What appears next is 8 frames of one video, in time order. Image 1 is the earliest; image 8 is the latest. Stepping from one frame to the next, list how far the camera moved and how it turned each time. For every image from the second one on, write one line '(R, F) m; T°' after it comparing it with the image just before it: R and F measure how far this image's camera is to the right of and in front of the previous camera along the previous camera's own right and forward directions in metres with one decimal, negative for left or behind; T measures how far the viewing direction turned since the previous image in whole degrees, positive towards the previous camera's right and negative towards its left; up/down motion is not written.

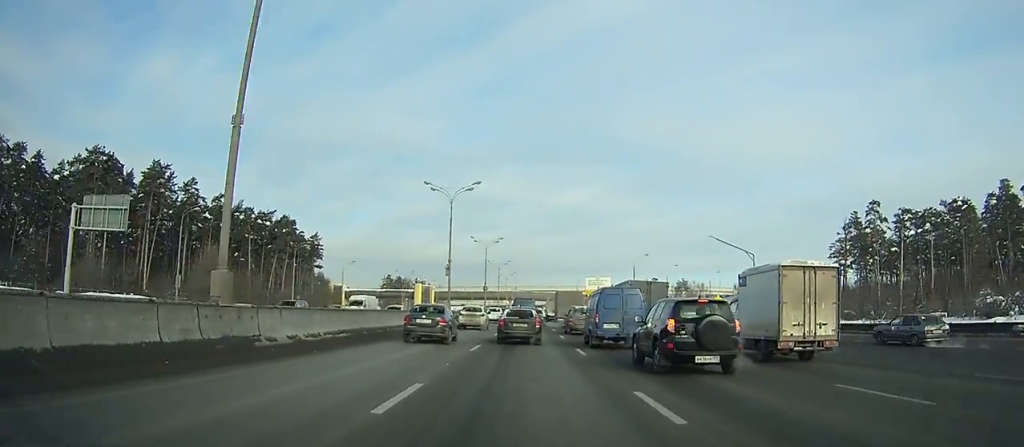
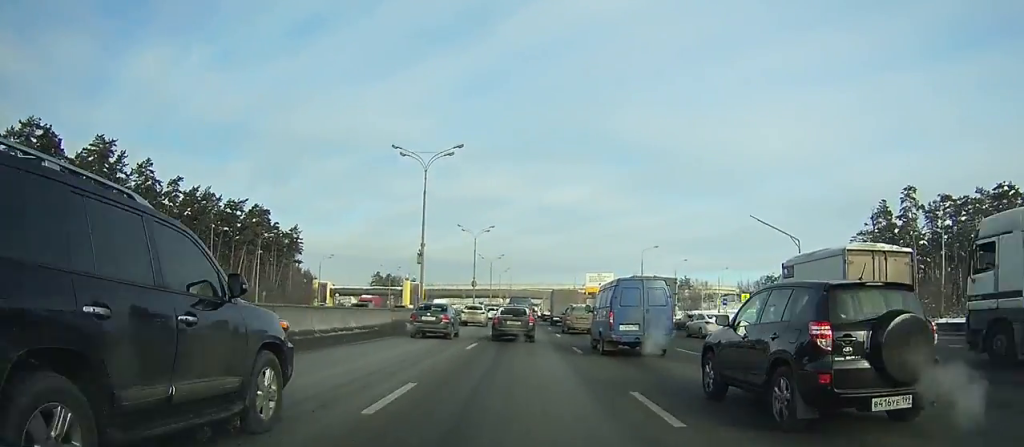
(0.0, +12.2) m; 0°
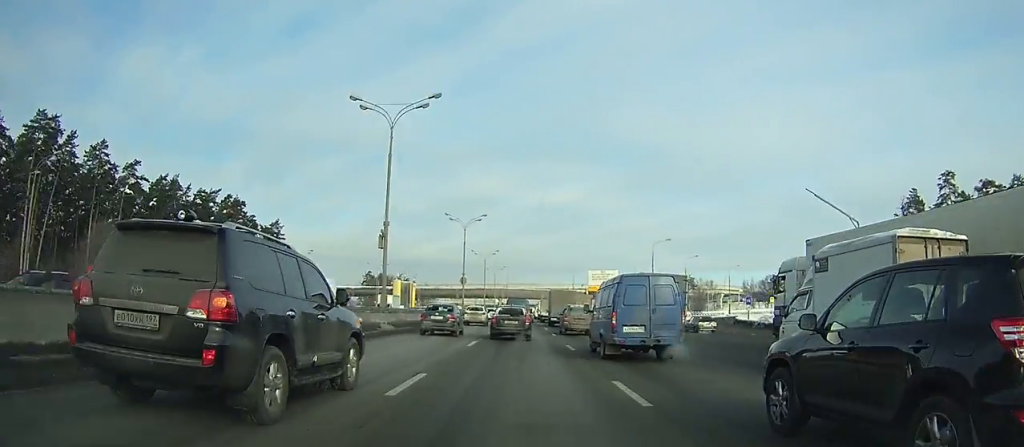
(0.0, +10.7) m; 0°
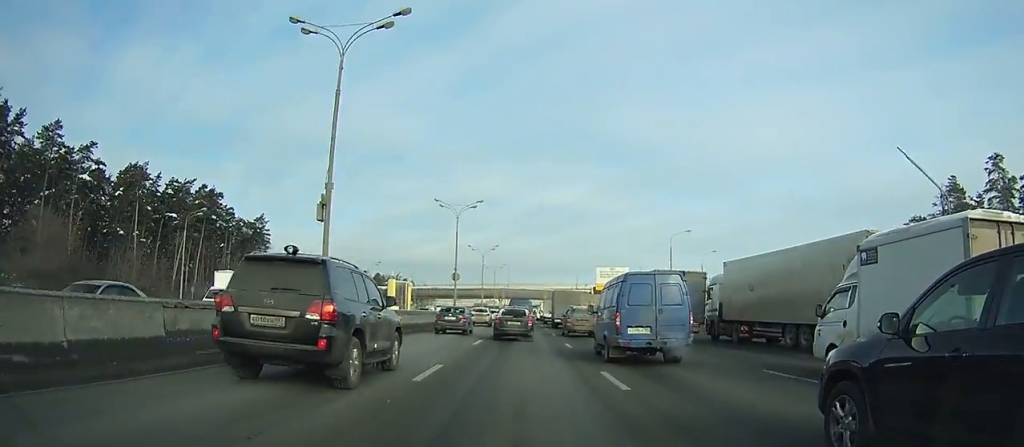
(0.0, +10.0) m; 0°
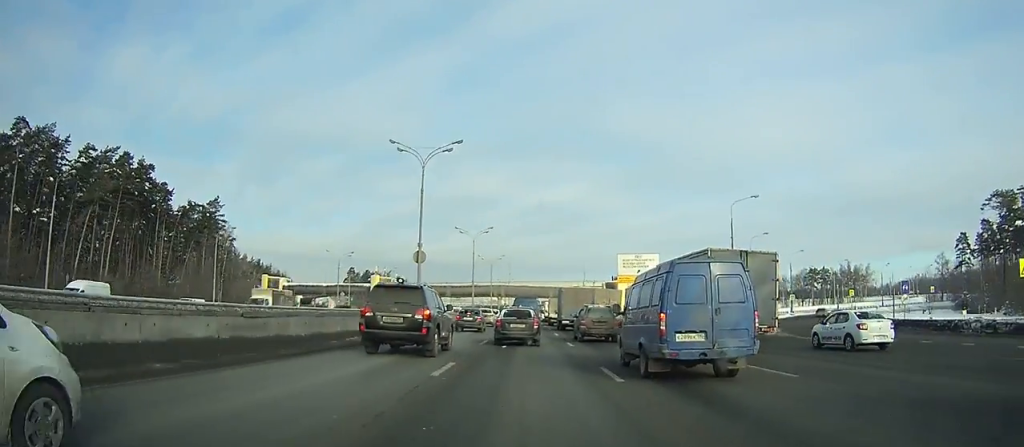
(-0.1, +21.2) m; -1°
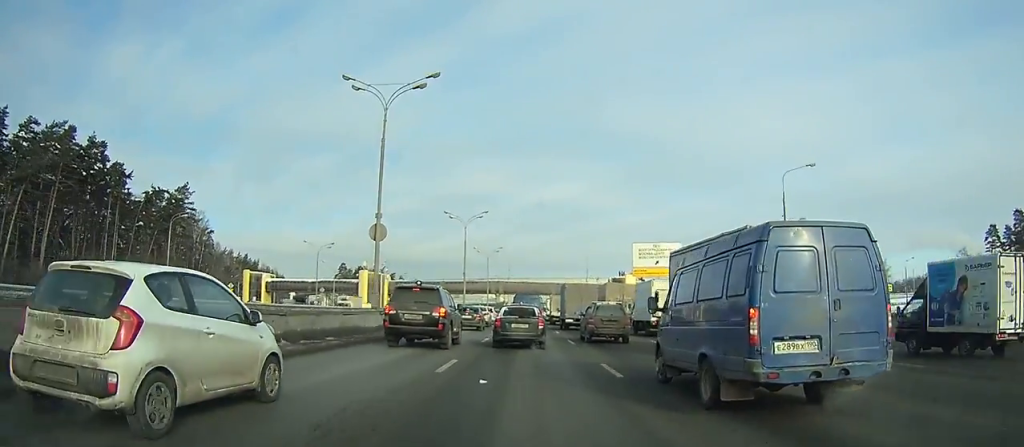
(-0.1, +10.4) m; 0°
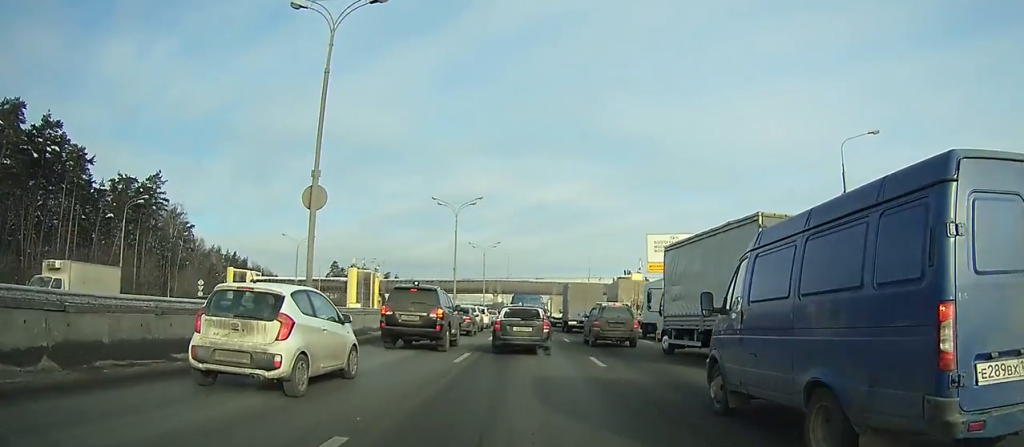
(0.0, +8.0) m; 0°
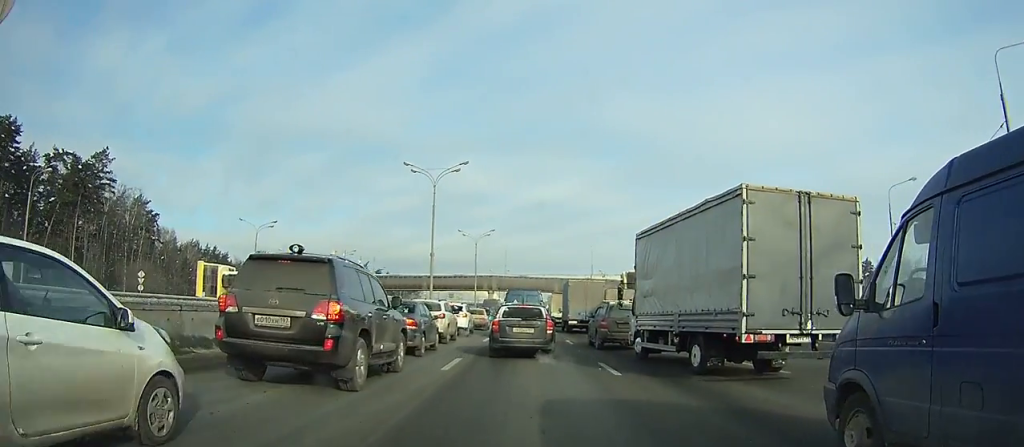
(-0.1, +13.6) m; -1°
